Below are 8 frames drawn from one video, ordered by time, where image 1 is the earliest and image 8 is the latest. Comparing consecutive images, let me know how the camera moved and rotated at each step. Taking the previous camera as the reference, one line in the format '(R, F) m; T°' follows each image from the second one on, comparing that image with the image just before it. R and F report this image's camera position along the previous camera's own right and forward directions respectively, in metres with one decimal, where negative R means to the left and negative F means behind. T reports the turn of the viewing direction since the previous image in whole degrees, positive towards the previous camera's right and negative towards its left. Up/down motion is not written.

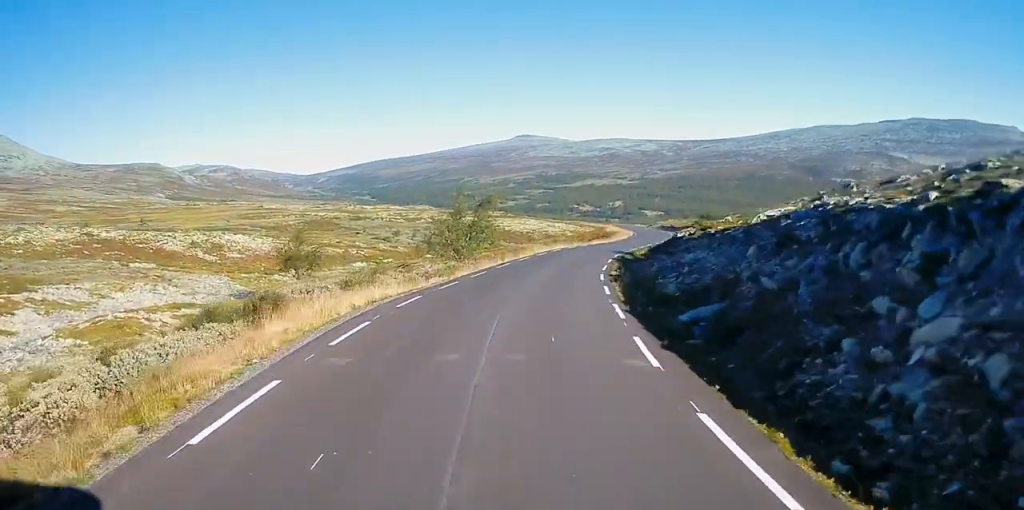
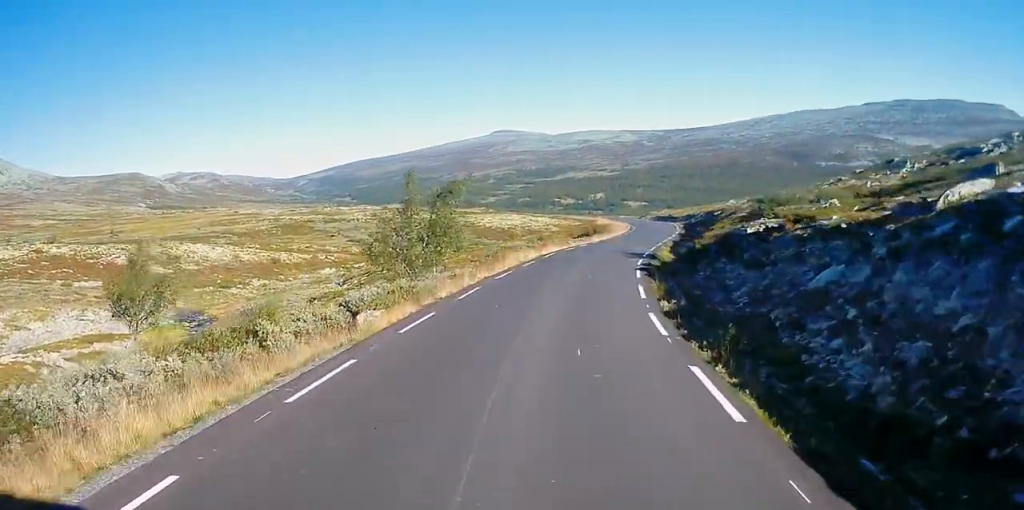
(+0.5, +15.6) m; +2°
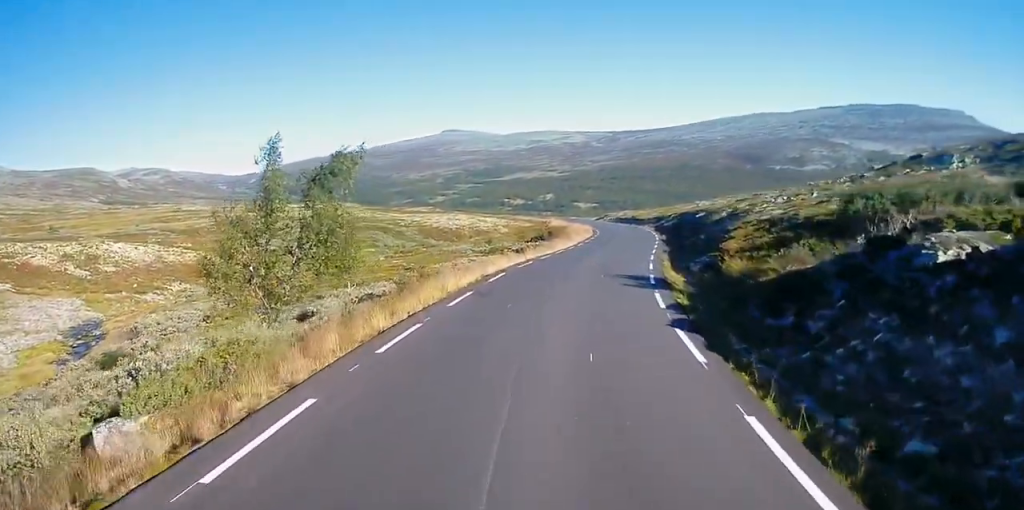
(0.0, +15.1) m; +3°
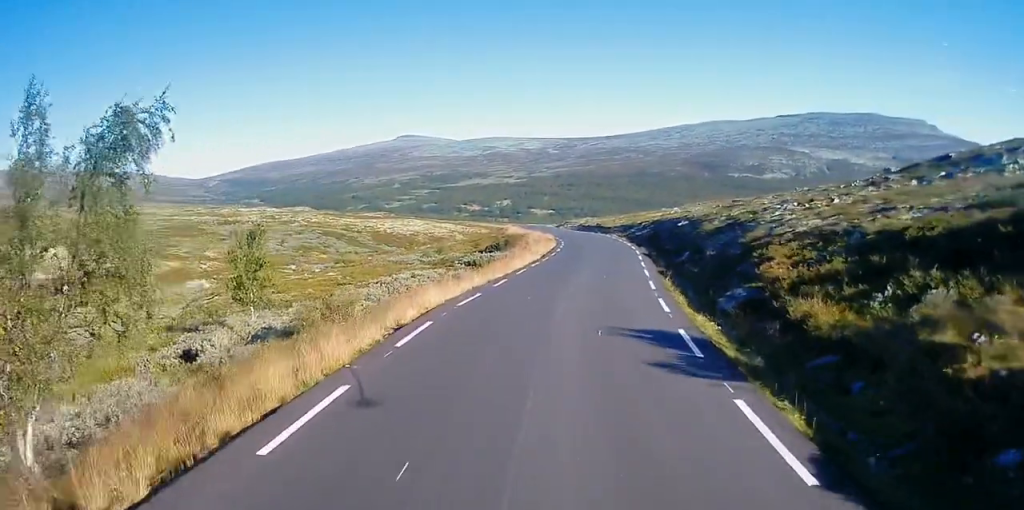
(+0.5, +11.1) m; +4°
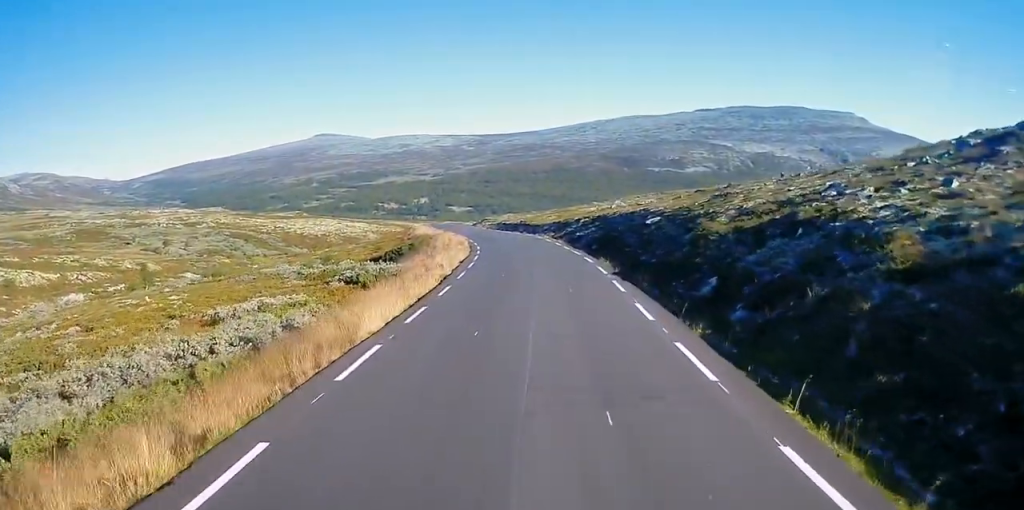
(+0.8, +20.4) m; +4°
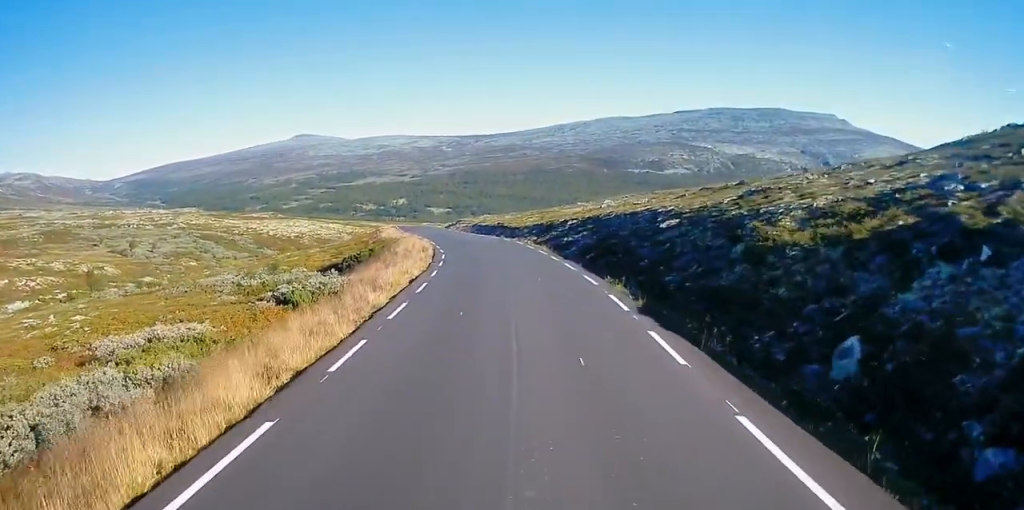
(+0.2, +10.9) m; +1°
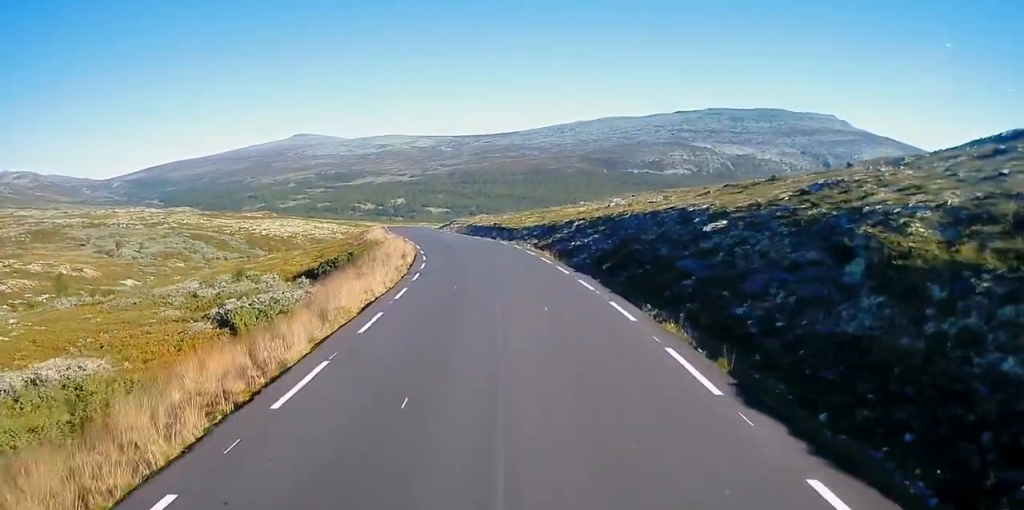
(+0.1, +8.4) m; 0°
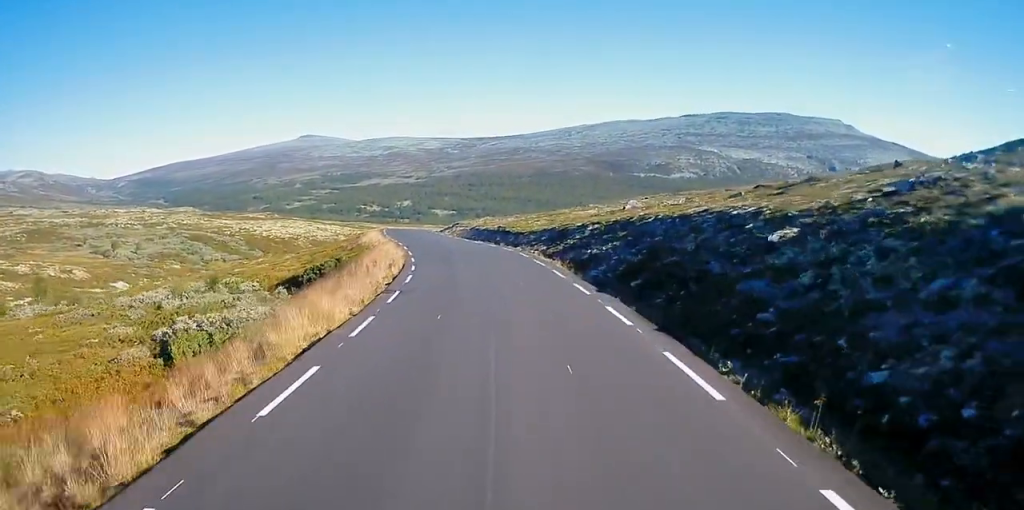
(-0.1, +6.4) m; -1°
